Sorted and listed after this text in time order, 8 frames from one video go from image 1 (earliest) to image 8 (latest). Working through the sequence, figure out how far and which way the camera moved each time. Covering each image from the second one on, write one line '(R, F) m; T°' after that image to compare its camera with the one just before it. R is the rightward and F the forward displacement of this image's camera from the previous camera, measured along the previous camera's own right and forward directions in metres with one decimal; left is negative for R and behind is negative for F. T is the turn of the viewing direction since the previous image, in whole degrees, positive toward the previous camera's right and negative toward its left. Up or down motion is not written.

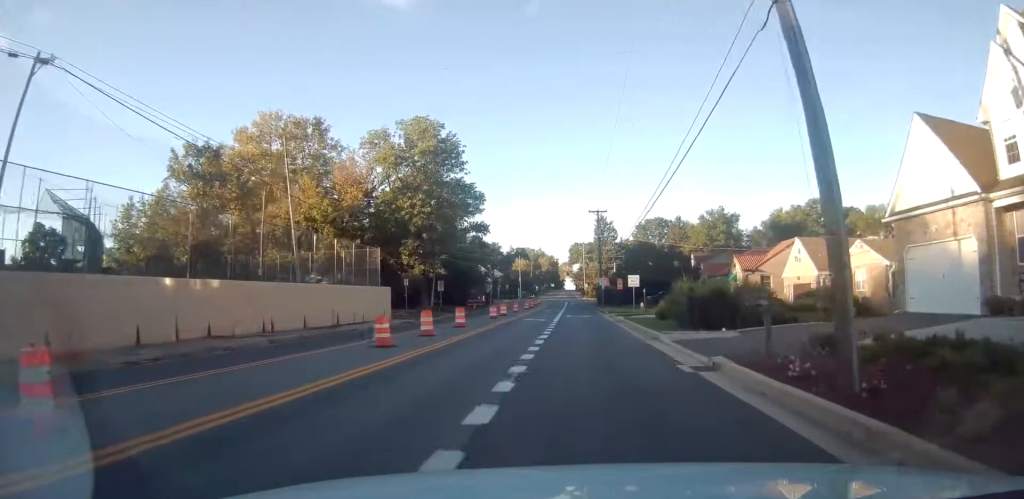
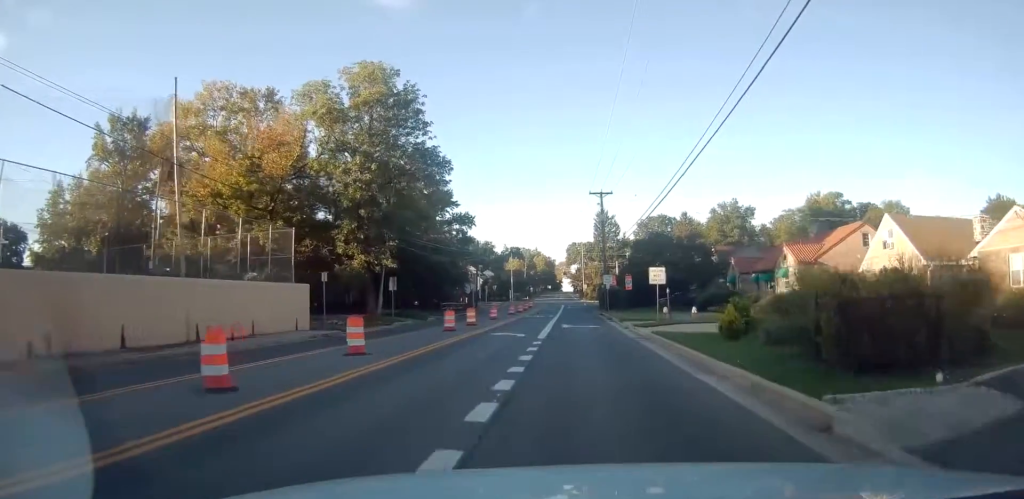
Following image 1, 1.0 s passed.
(+0.1, +14.6) m; -1°
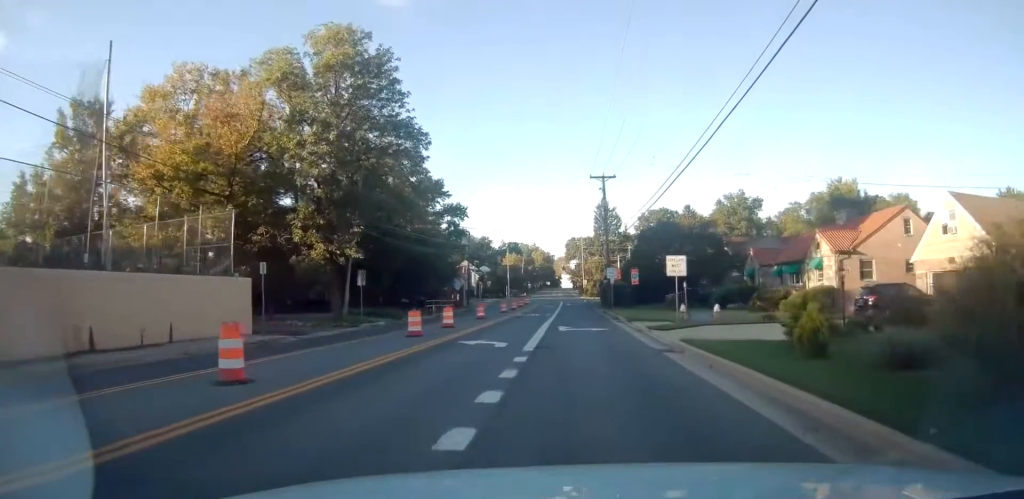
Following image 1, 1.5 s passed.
(+0.1, +6.2) m; -1°
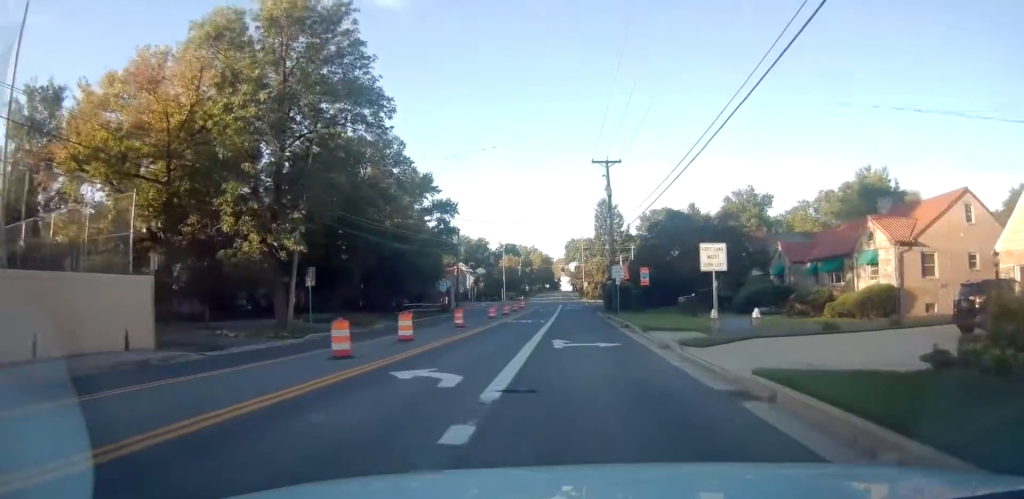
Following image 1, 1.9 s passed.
(-0.2, +6.9) m; 0°
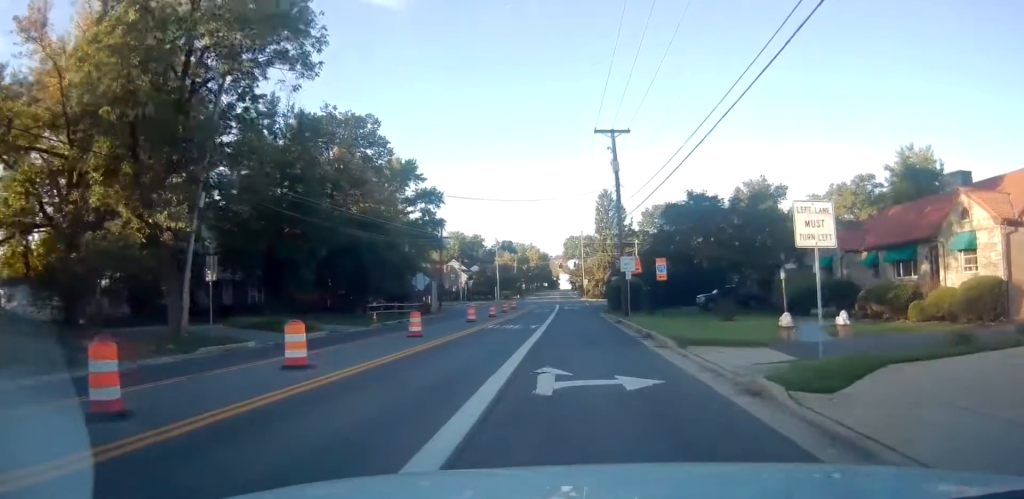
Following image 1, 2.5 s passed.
(-0.1, +8.6) m; 0°
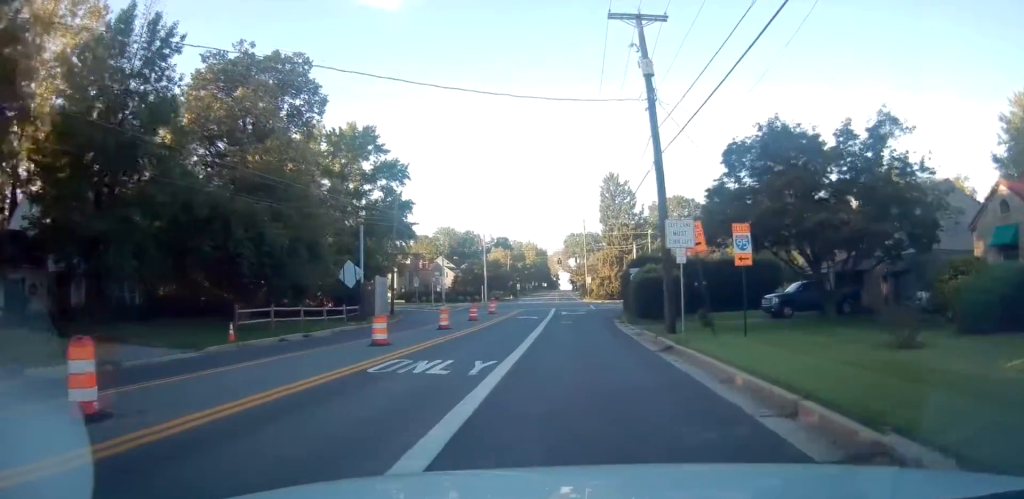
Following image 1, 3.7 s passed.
(+0.2, +17.0) m; 0°
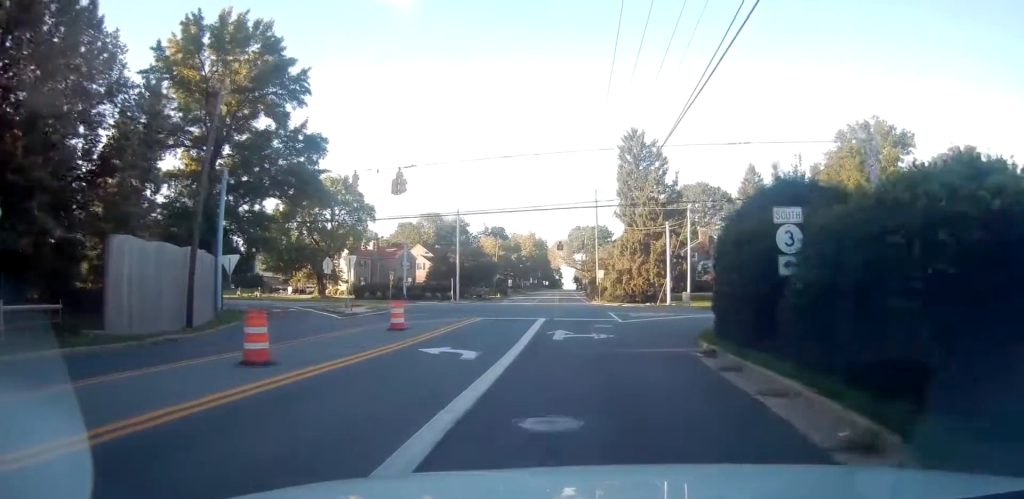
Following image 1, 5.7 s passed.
(+0.2, +27.9) m; +1°
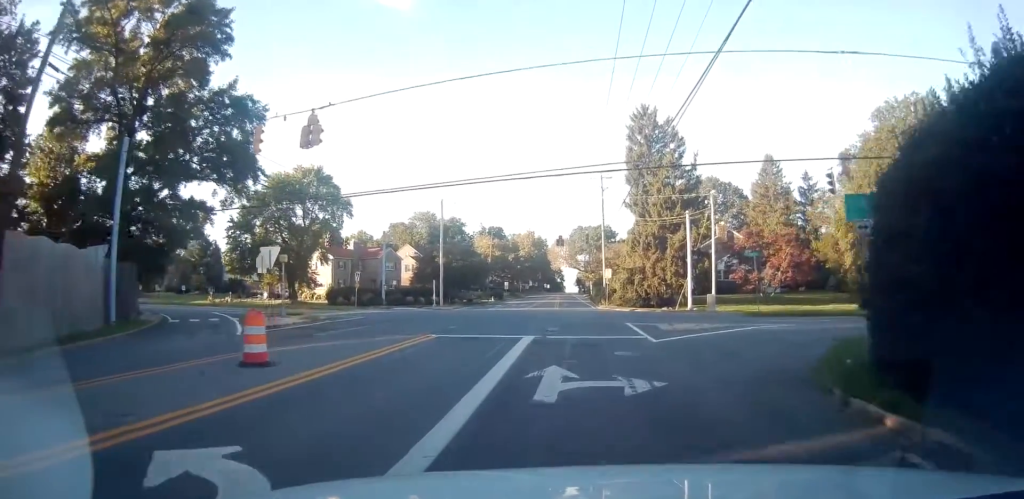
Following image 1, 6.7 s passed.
(-0.1, +11.5) m; 0°
